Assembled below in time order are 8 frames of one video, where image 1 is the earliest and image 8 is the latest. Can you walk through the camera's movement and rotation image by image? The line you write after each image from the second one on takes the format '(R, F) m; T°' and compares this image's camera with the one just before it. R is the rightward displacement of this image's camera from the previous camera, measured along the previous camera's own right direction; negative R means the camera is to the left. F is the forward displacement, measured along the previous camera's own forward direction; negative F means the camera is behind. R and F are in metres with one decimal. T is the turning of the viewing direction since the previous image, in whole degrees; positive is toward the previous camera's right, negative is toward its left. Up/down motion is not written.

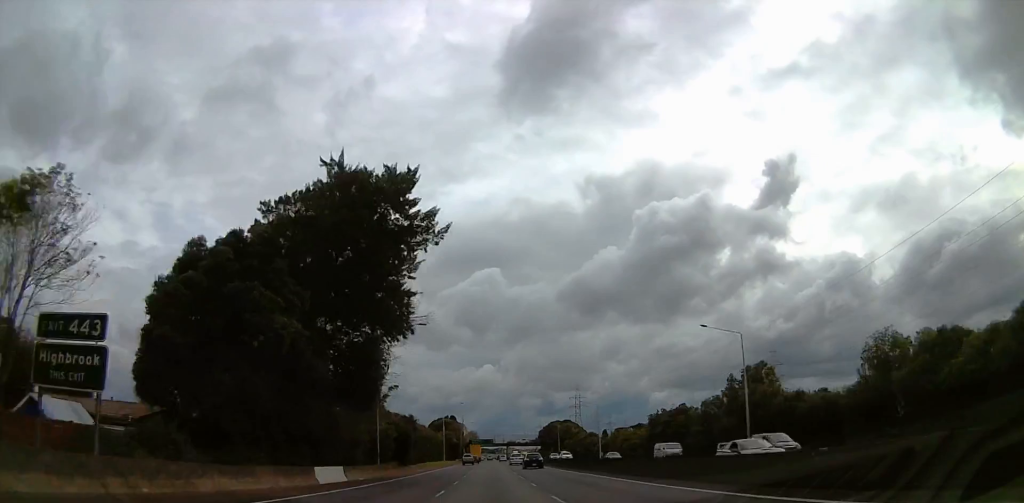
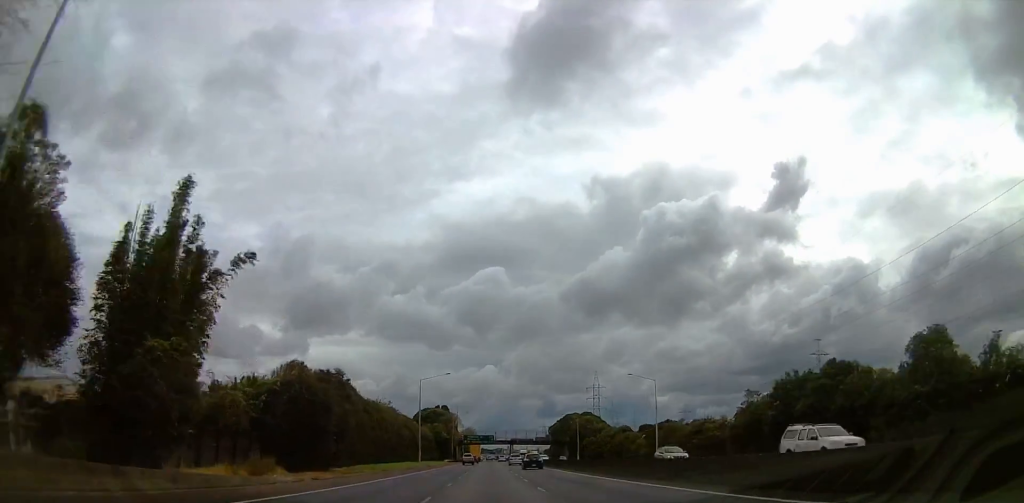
(+0.3, +43.5) m; +1°
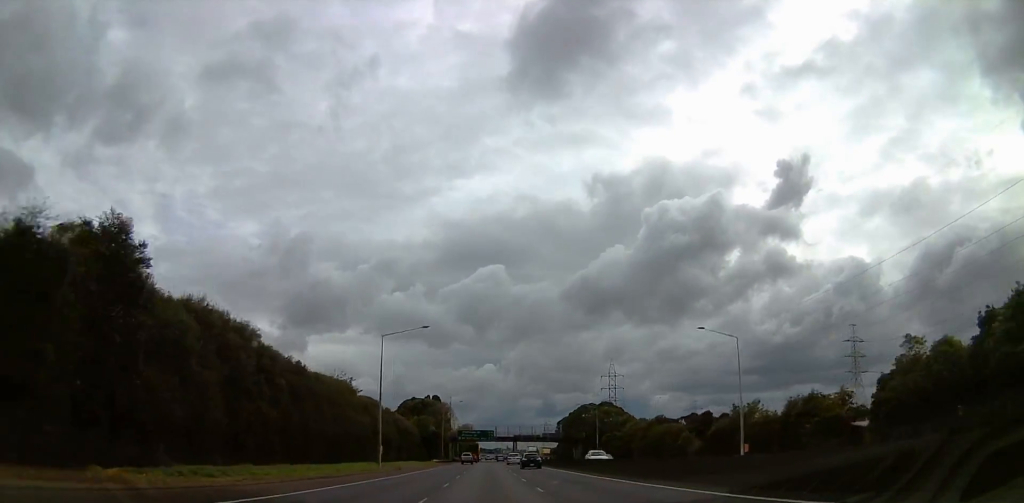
(+0.2, +29.9) m; 0°
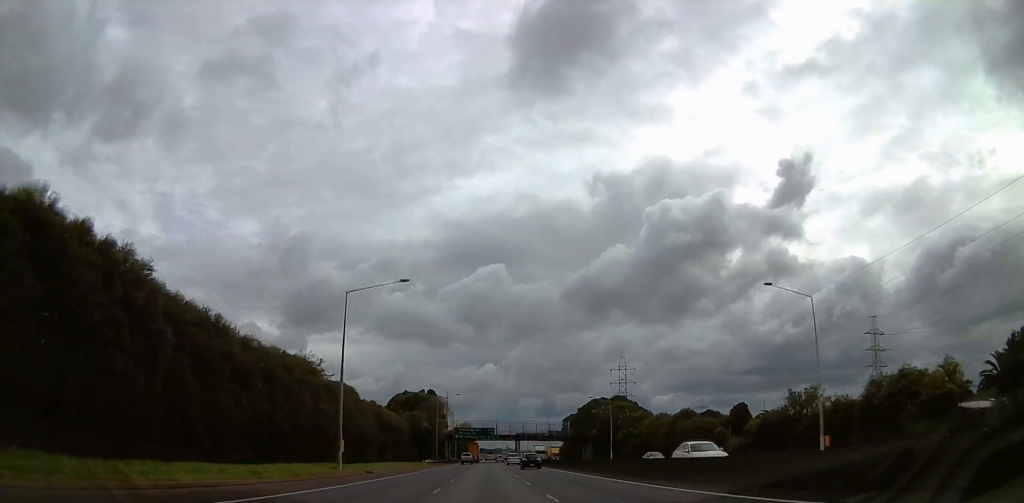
(-0.1, +15.6) m; 0°
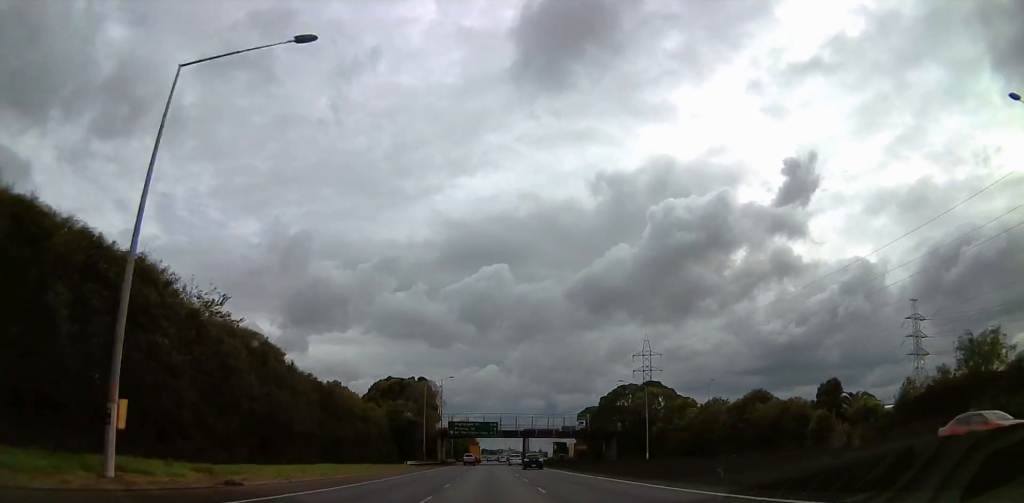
(0.0, +25.6) m; 0°
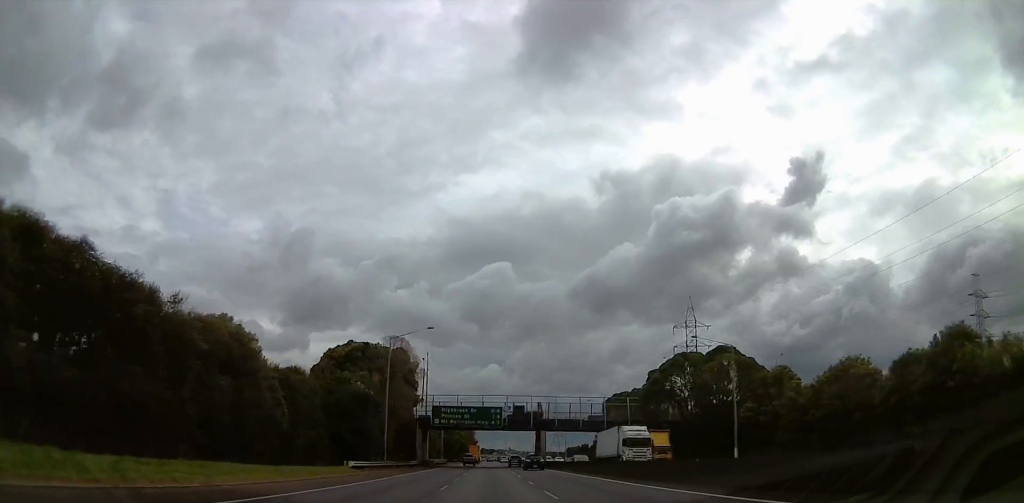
(+0.1, +34.0) m; -1°
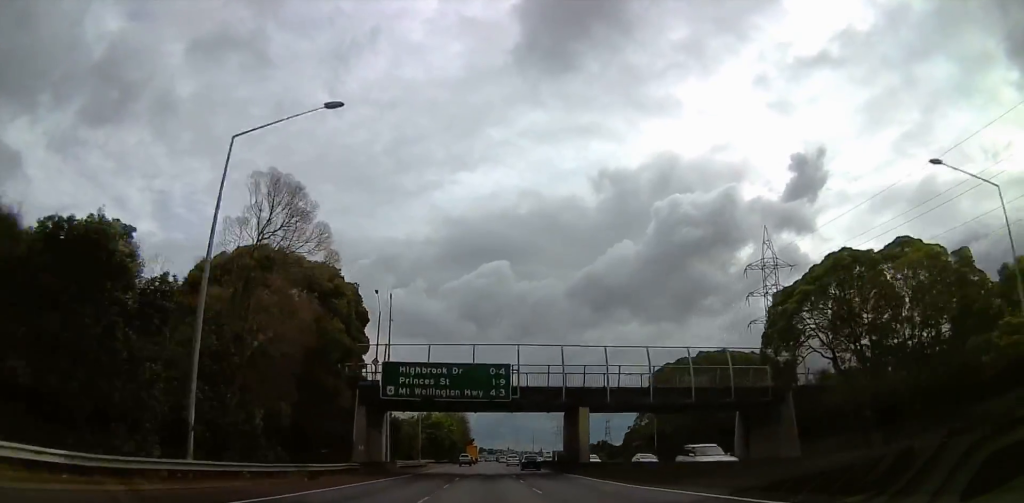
(-0.6, +36.7) m; 0°
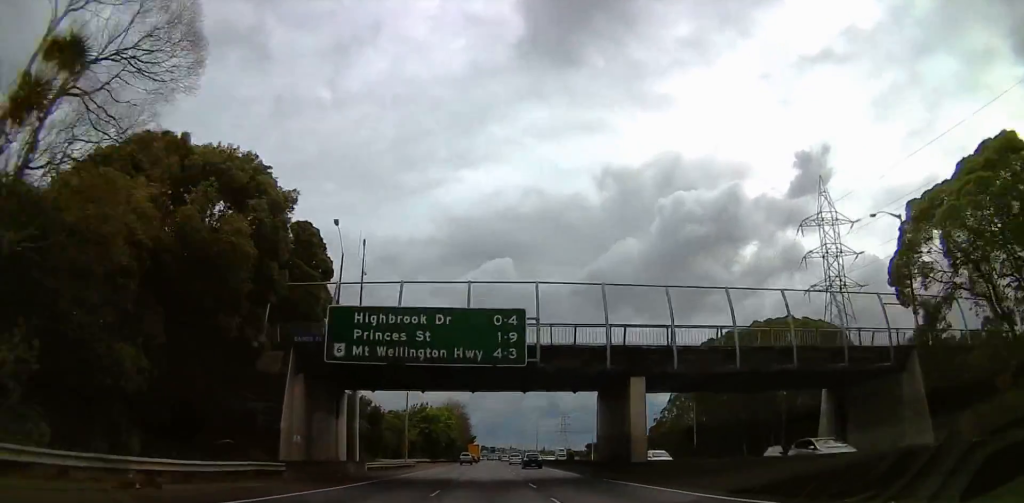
(0.0, +16.0) m; 0°
